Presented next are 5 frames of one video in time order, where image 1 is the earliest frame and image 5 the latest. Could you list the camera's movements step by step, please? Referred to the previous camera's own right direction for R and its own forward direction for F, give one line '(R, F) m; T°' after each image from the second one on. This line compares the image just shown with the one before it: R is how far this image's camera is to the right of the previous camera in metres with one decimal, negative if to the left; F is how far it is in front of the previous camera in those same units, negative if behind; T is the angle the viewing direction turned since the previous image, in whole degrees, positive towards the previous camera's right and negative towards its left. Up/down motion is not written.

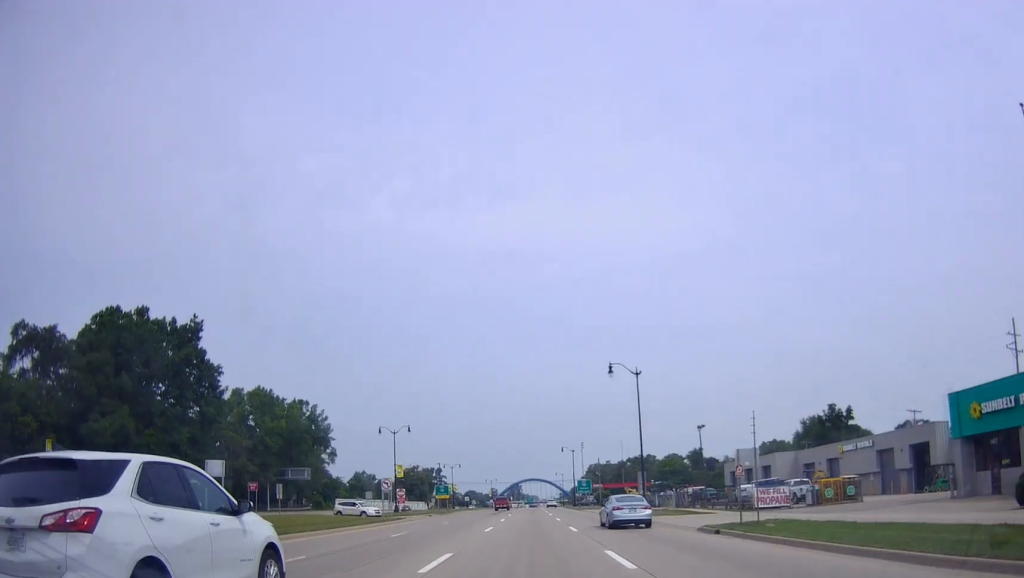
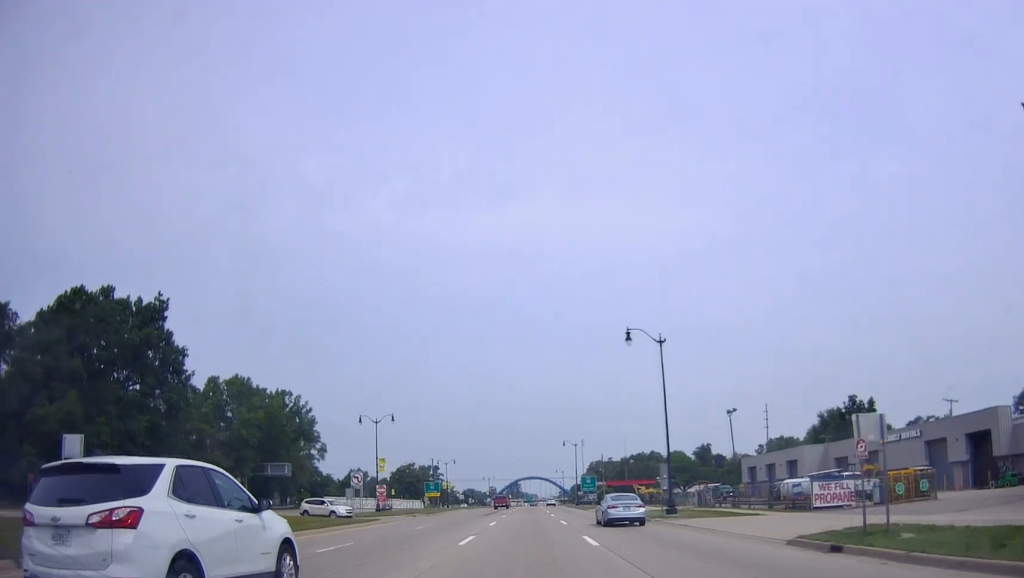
(+0.1, +9.2) m; 0°
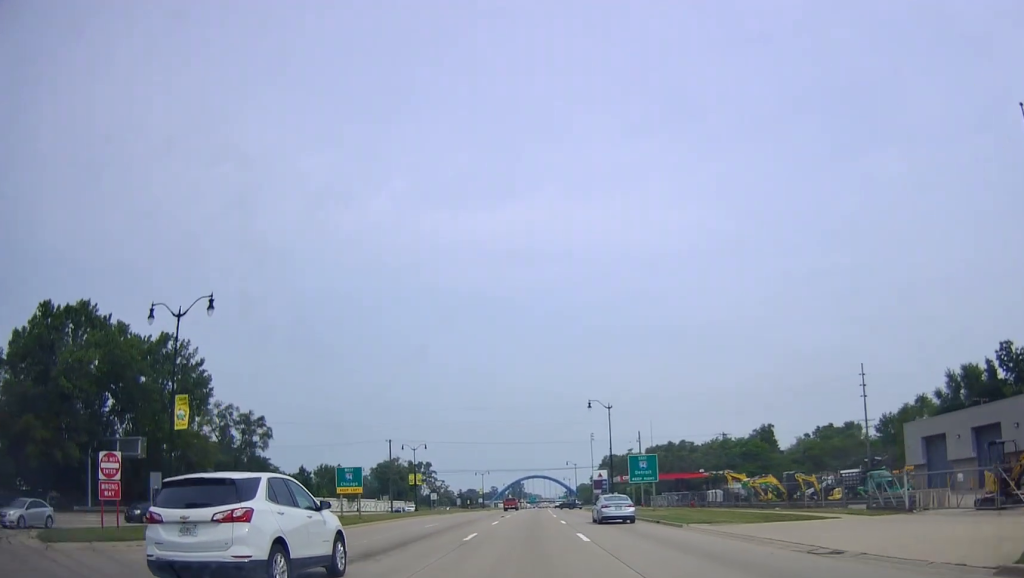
(-0.9, +43.1) m; -1°
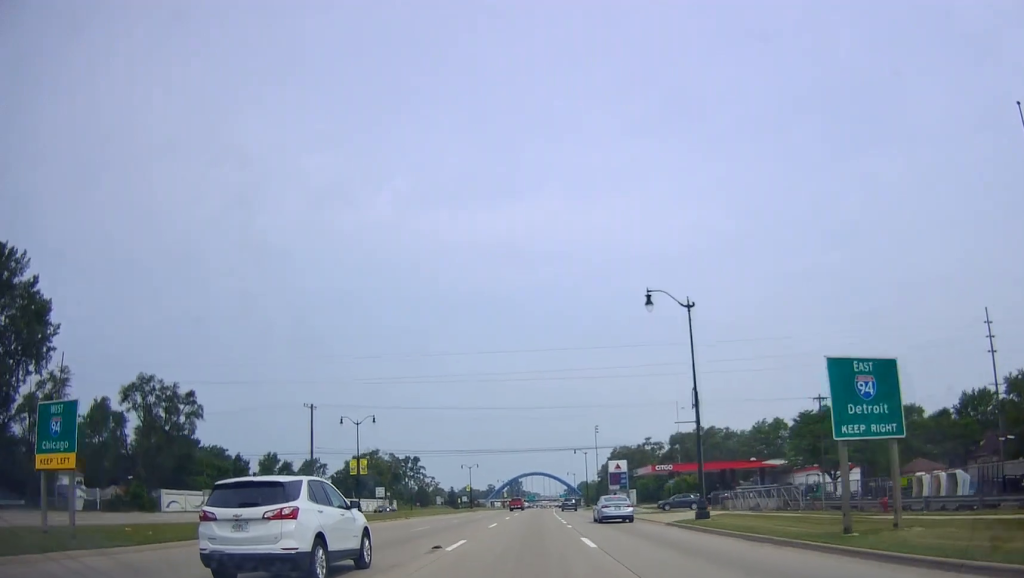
(+0.6, +33.4) m; +1°
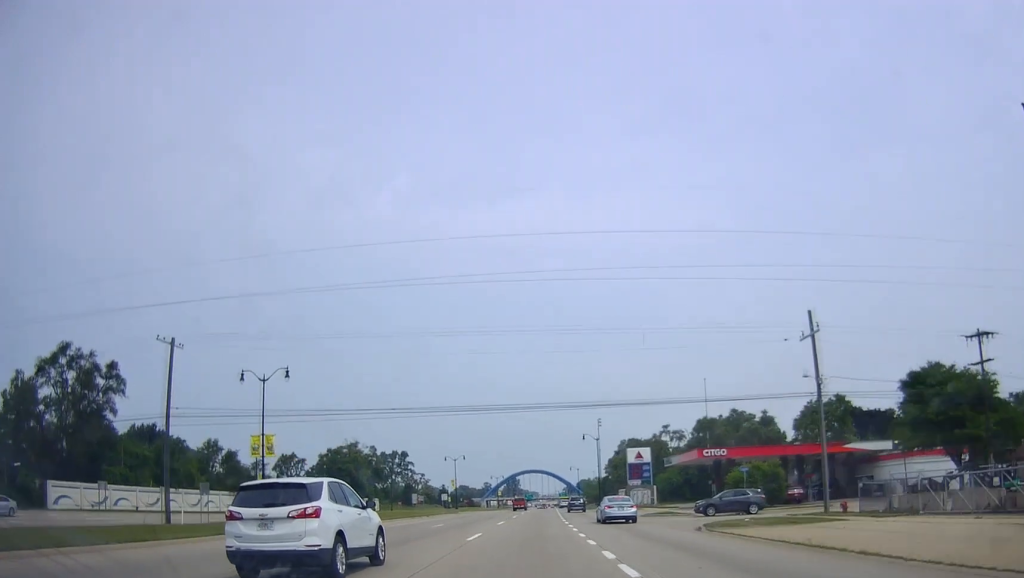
(-0.3, +25.5) m; 0°
